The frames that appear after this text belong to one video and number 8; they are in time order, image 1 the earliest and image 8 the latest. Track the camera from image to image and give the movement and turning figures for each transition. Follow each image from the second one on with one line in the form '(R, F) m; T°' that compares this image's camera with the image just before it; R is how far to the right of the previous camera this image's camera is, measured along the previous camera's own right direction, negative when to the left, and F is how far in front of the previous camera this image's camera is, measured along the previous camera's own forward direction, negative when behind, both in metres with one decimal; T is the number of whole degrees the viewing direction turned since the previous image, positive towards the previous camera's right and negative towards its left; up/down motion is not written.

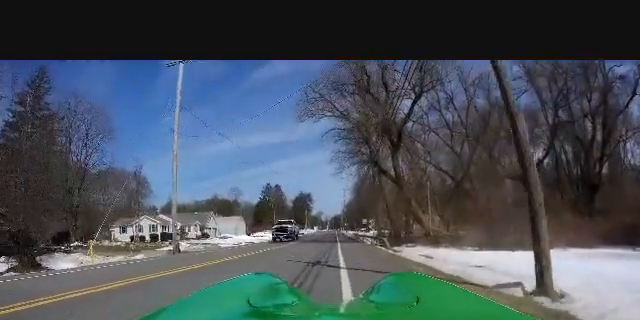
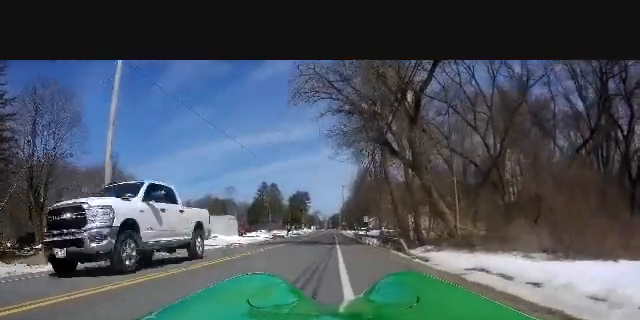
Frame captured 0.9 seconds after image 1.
(+0.2, +6.0) m; -1°
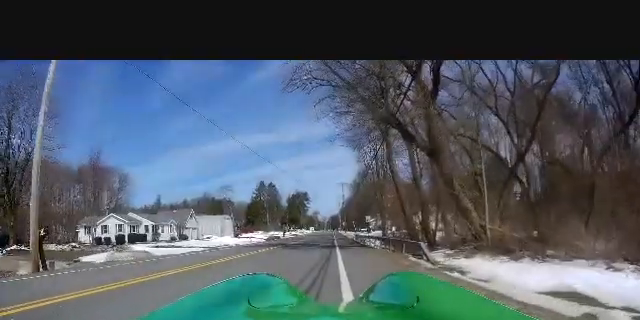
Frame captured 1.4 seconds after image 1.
(-0.2, +3.9) m; -2°
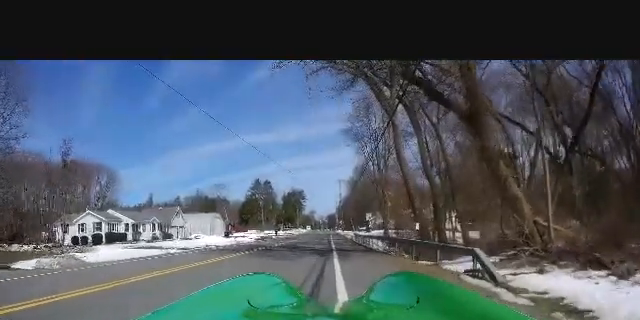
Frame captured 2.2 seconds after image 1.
(-0.1, +5.1) m; +1°
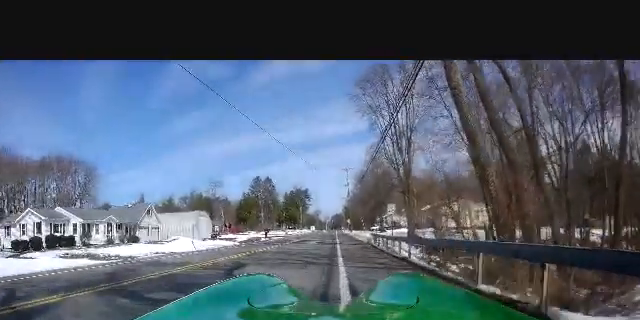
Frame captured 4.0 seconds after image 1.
(+0.4, +13.2) m; +1°
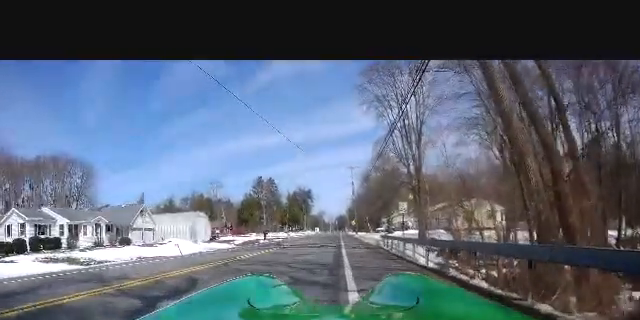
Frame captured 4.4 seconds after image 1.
(-0.1, +3.1) m; -1°
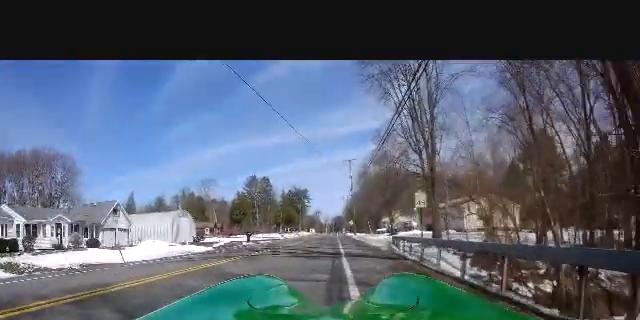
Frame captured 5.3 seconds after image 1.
(0.0, +6.2) m; 0°
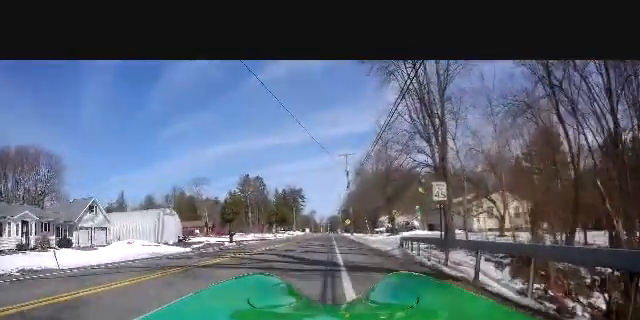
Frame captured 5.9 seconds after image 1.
(0.0, +4.2) m; 0°
